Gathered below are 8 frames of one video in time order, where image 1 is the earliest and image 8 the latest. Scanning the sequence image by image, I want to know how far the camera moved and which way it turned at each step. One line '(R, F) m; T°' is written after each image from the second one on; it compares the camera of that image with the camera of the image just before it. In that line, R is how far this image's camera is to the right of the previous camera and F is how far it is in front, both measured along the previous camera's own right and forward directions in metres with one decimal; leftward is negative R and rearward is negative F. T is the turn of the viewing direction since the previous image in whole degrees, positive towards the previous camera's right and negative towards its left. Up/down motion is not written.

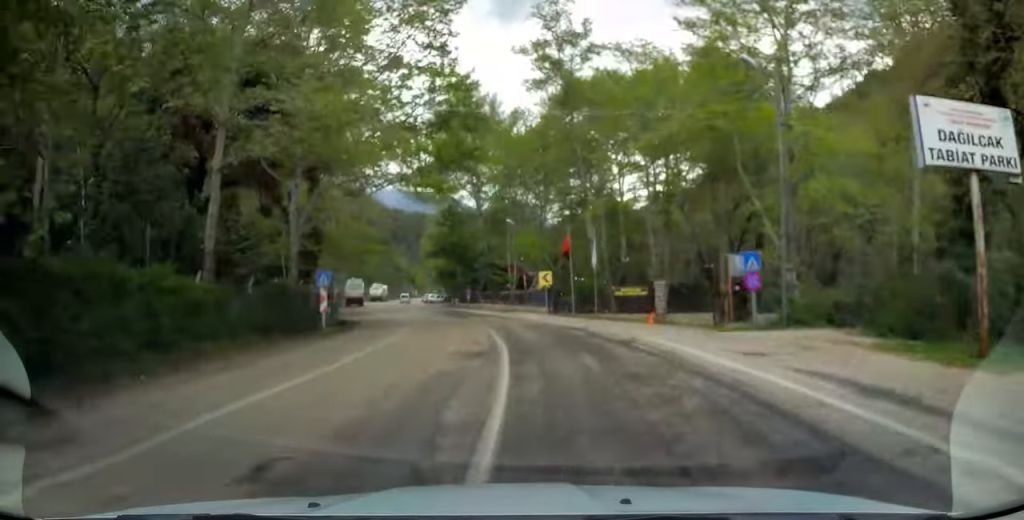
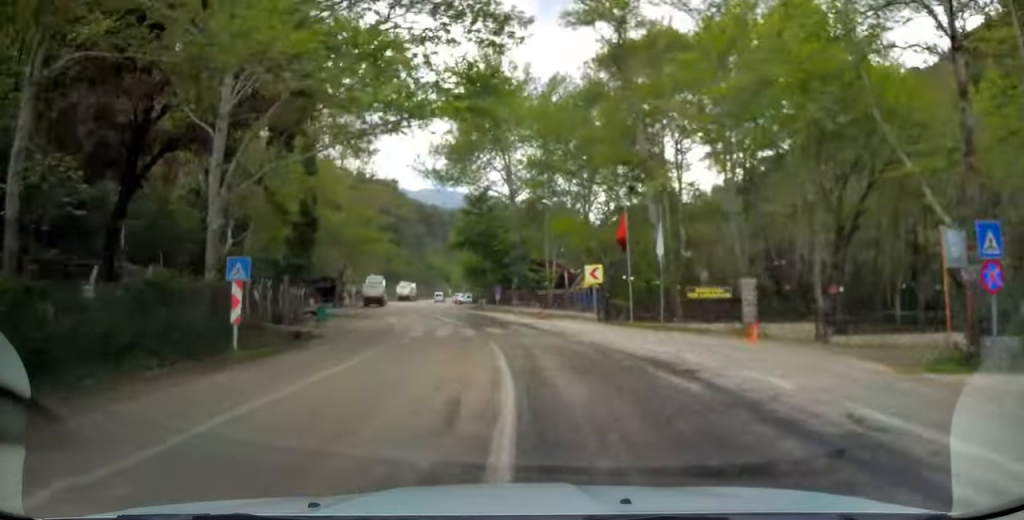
(-0.2, +9.8) m; -4°
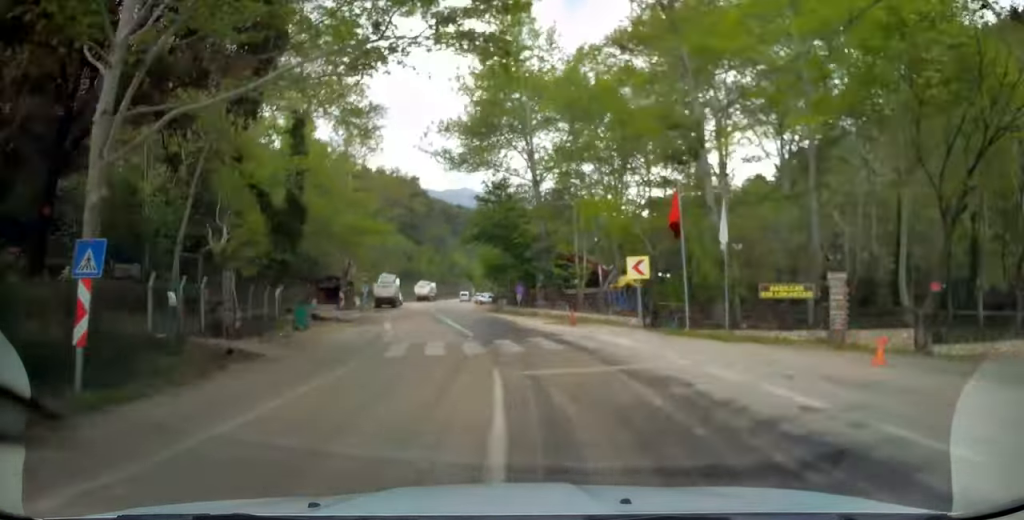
(-0.3, +6.2) m; -3°
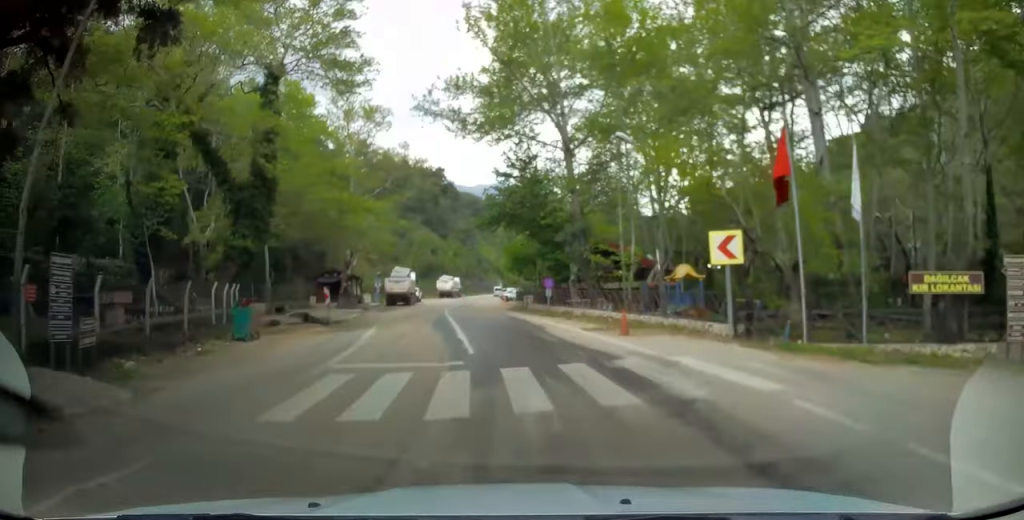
(-0.1, +7.8) m; -3°
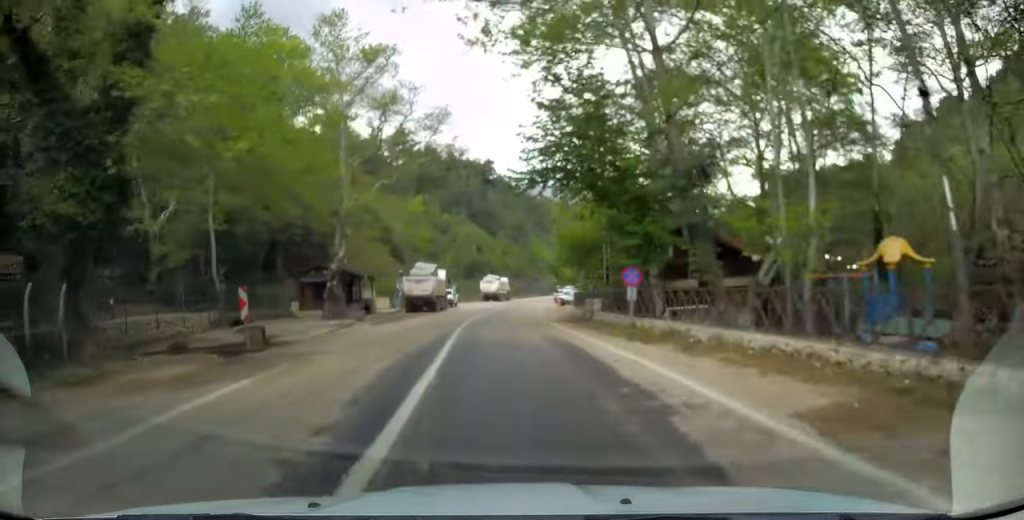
(-0.6, +13.9) m; -5°
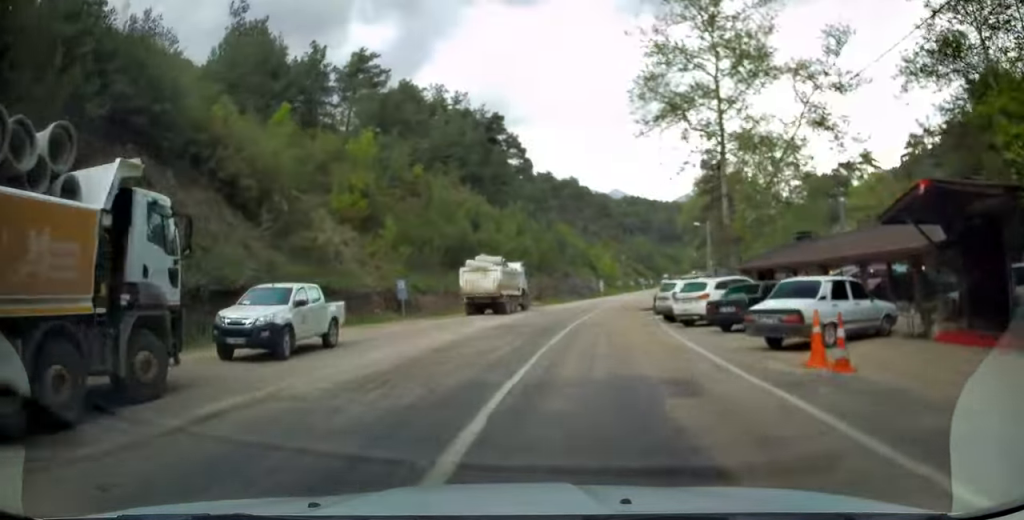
(-3.9, +44.8) m; -2°
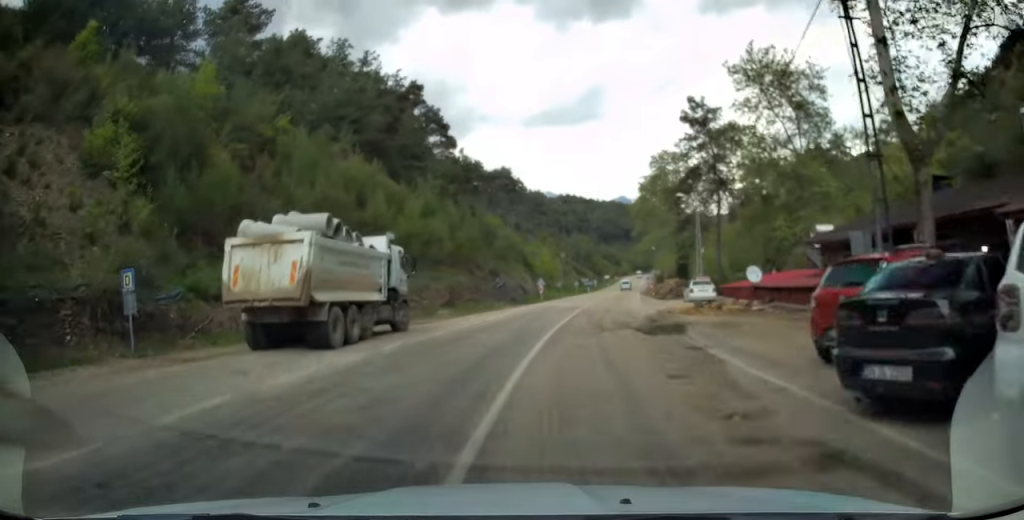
(+1.2, +20.7) m; +5°
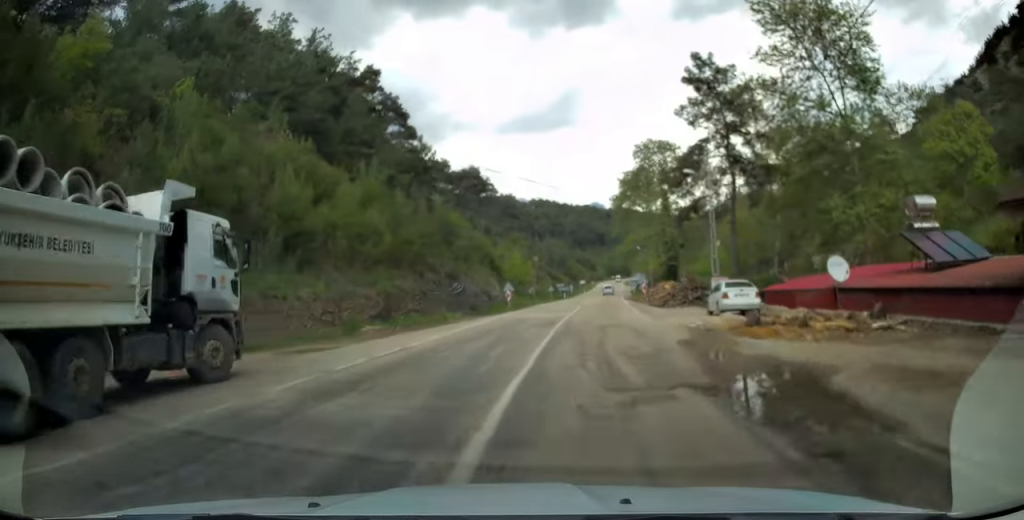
(0.0, +11.1) m; +3°
